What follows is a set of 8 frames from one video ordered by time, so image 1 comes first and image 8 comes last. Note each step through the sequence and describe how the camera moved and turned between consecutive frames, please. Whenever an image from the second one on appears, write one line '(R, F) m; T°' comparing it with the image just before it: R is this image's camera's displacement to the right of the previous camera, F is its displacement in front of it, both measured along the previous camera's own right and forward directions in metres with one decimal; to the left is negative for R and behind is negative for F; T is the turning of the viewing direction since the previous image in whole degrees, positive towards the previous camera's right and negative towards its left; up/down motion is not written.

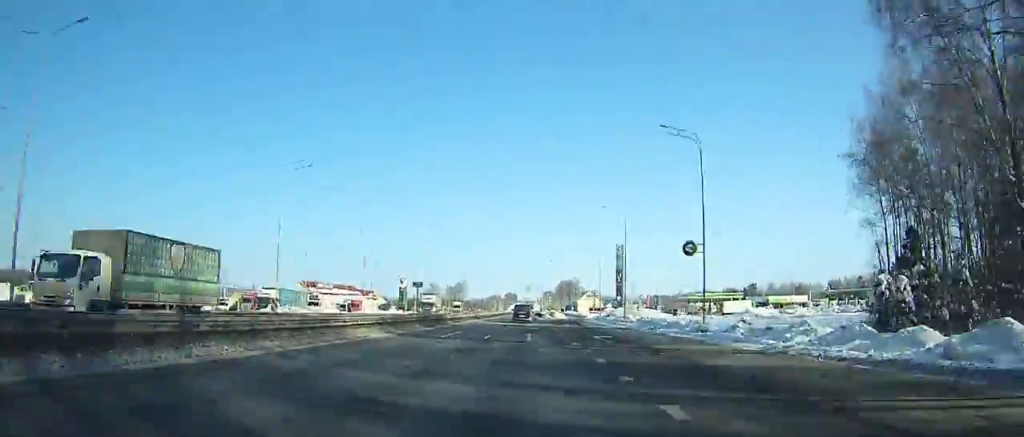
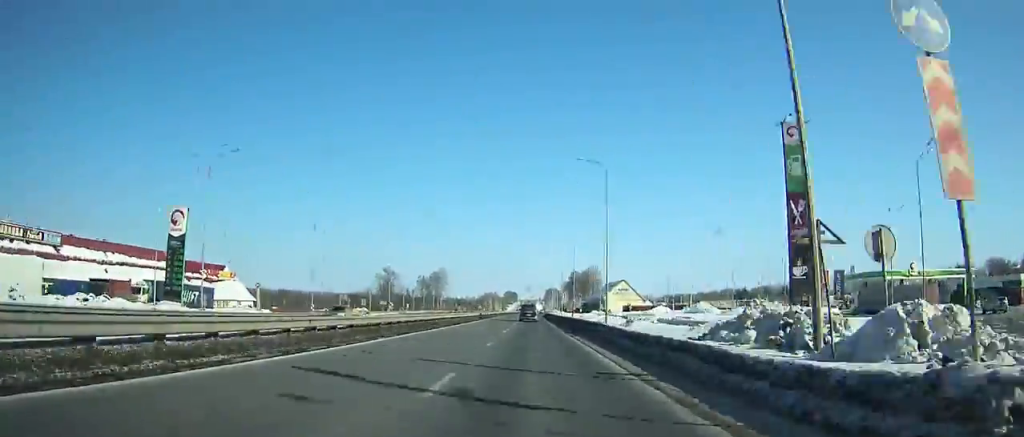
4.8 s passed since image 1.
(-0.4, +114.8) m; 0°
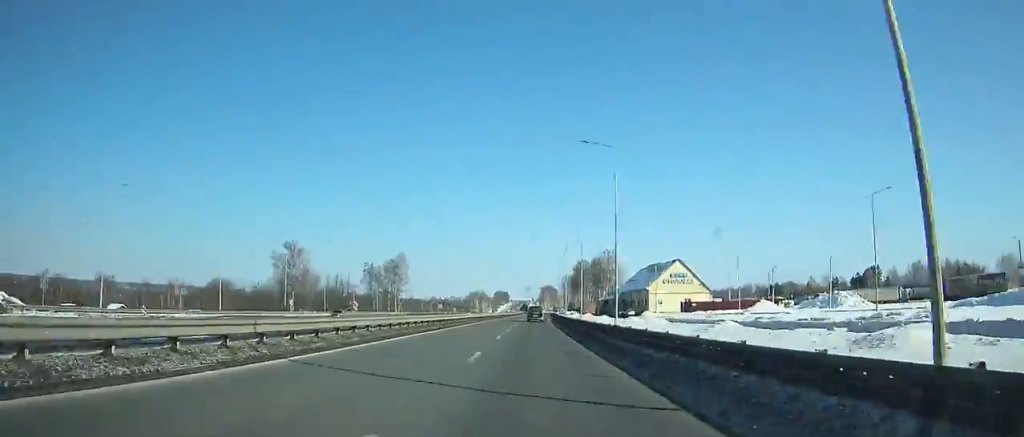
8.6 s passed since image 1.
(+0.7, +90.2) m; +1°
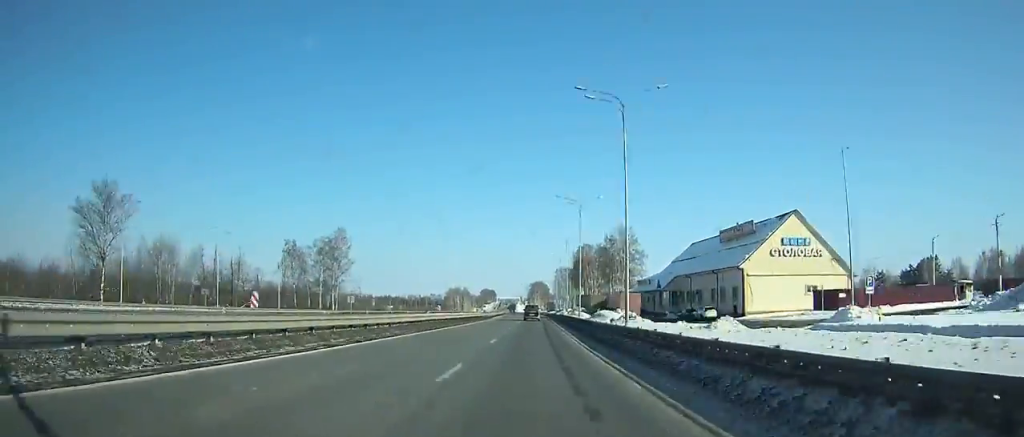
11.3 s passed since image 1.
(+0.7, +63.9) m; +1°
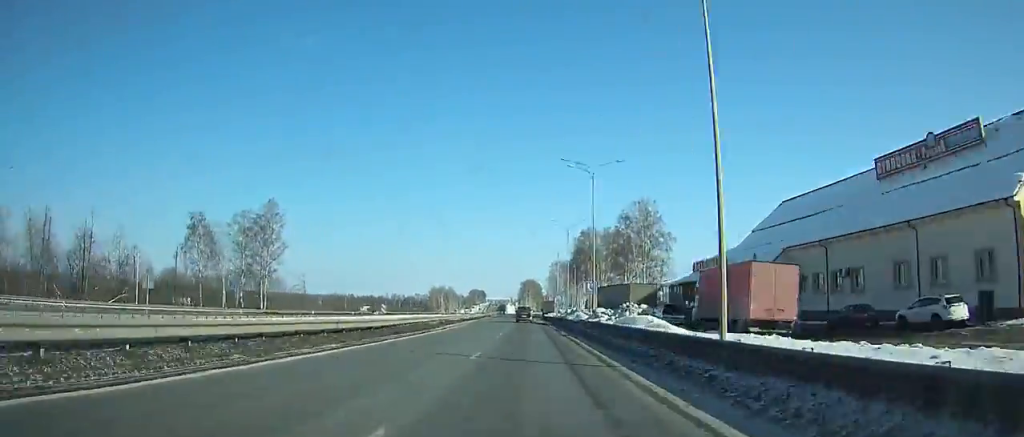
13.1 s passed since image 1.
(+0.3, +42.4) m; 0°
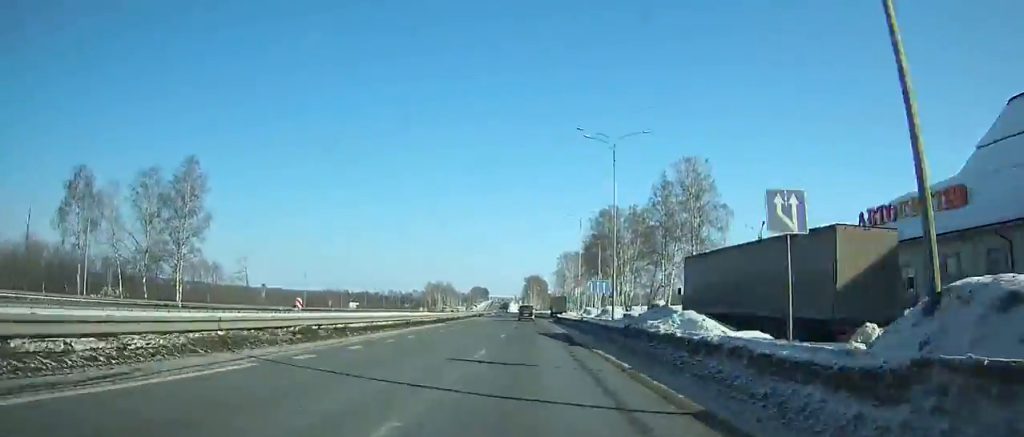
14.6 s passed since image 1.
(+0.1, +35.2) m; 0°
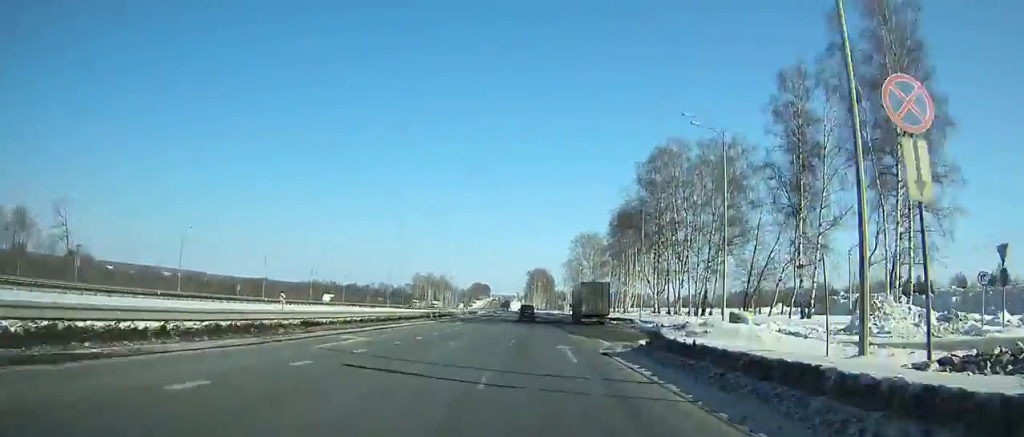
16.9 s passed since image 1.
(-0.3, +53.7) m; 0°
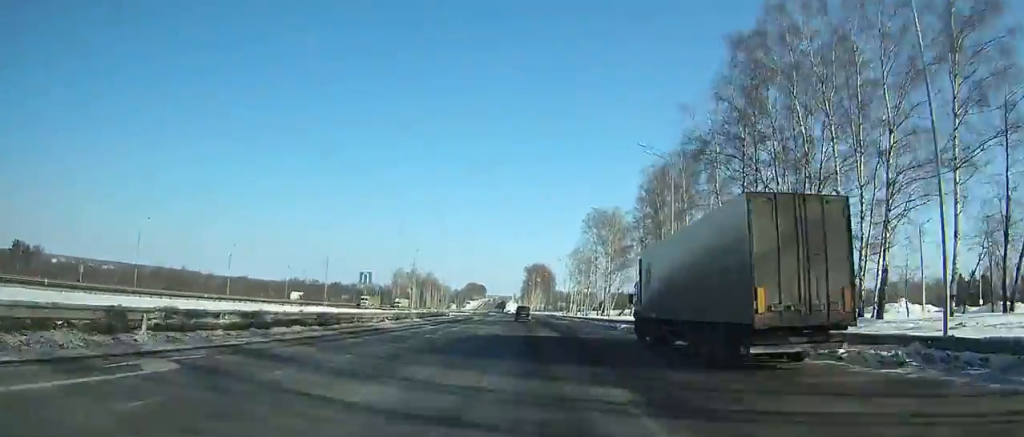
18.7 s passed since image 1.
(0.0, +41.6) m; 0°
